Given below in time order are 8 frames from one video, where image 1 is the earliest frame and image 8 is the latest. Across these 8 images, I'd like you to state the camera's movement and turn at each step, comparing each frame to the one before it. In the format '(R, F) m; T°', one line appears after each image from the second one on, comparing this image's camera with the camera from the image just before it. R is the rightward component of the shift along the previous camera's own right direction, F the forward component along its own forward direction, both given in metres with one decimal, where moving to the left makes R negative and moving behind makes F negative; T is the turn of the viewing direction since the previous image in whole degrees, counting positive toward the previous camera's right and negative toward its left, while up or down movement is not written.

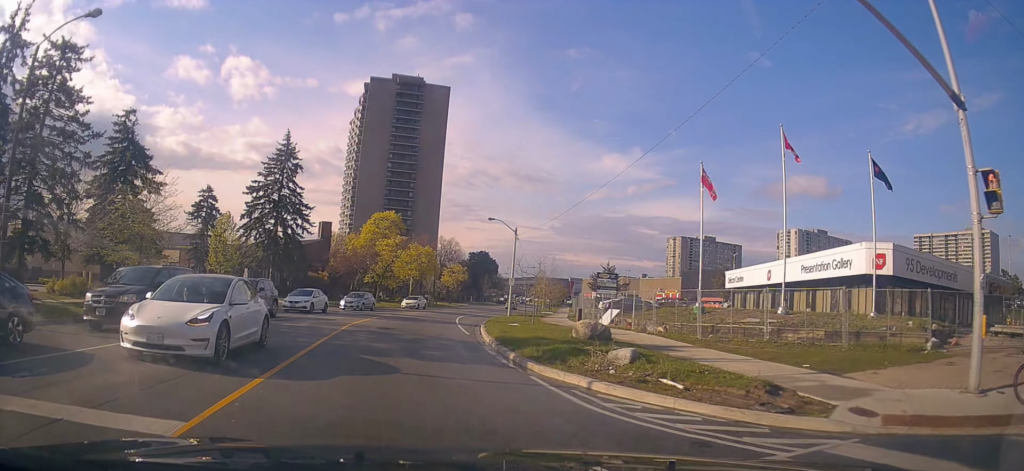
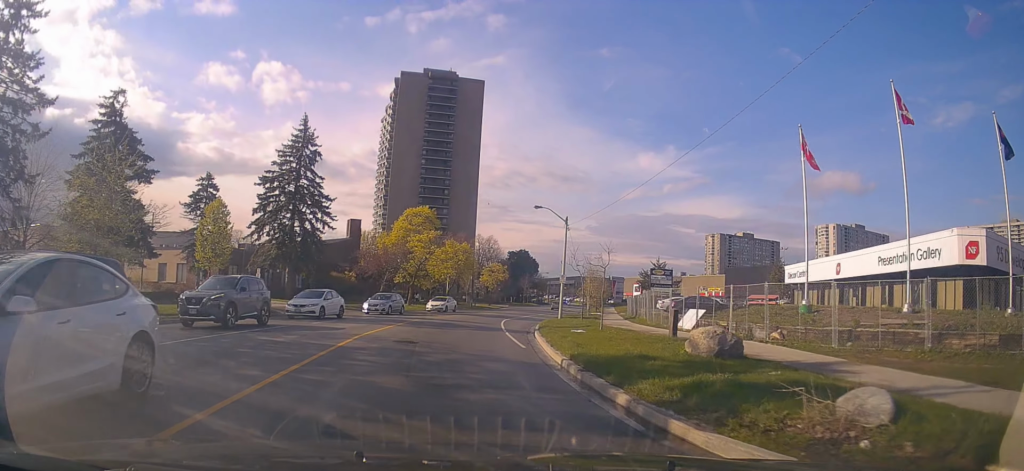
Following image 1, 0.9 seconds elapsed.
(-0.3, +6.7) m; -3°
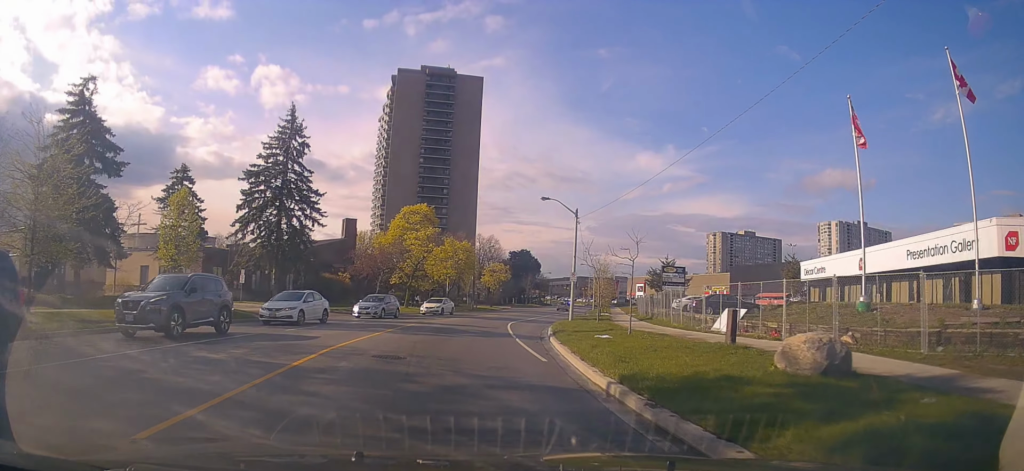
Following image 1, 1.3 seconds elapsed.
(-0.1, +3.9) m; +1°
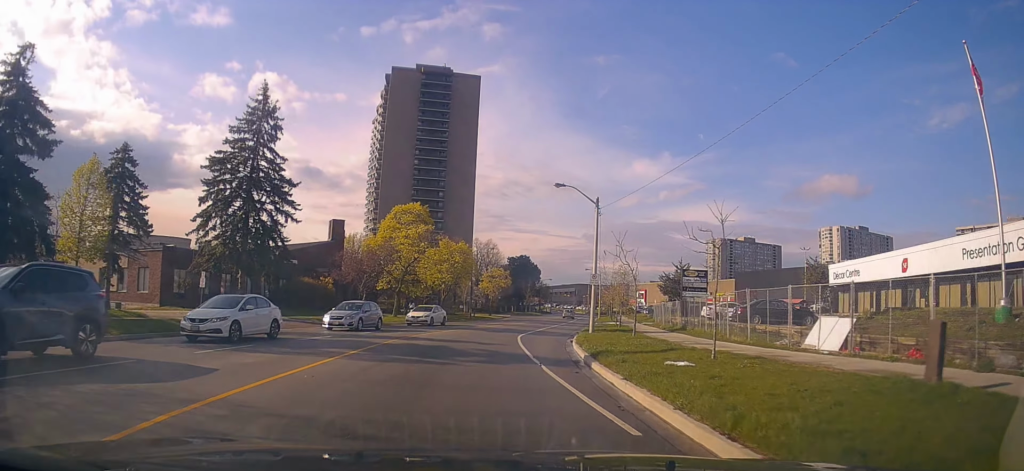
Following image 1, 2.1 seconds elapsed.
(+0.1, +6.9) m; +2°
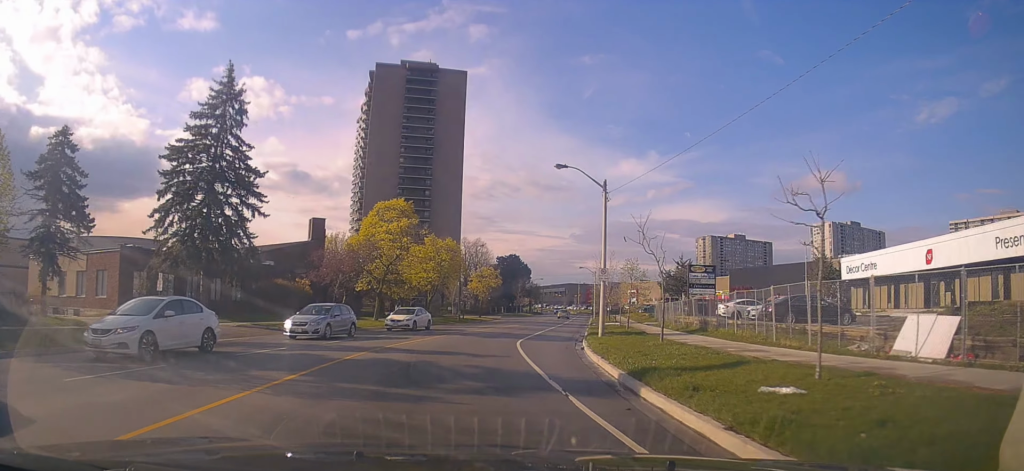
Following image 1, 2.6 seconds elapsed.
(+0.1, +4.5) m; +1°
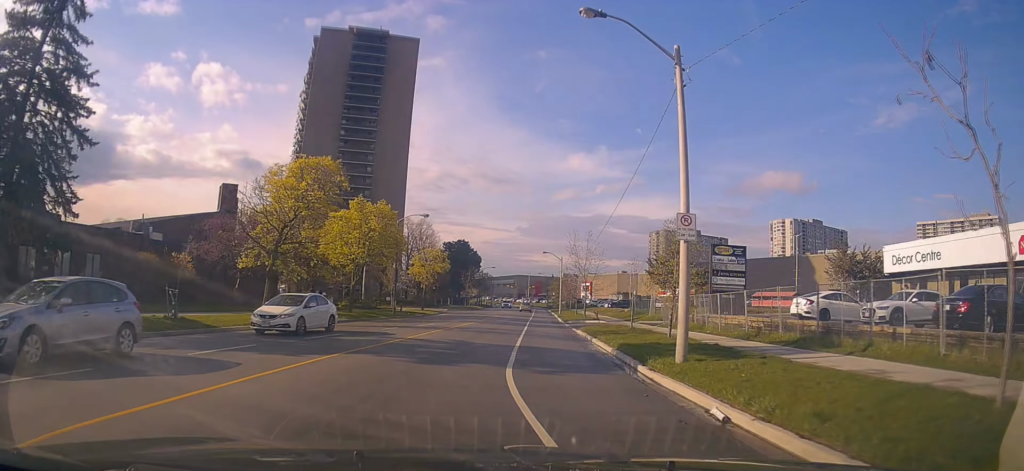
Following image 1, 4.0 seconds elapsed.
(+0.4, +15.1) m; +4°
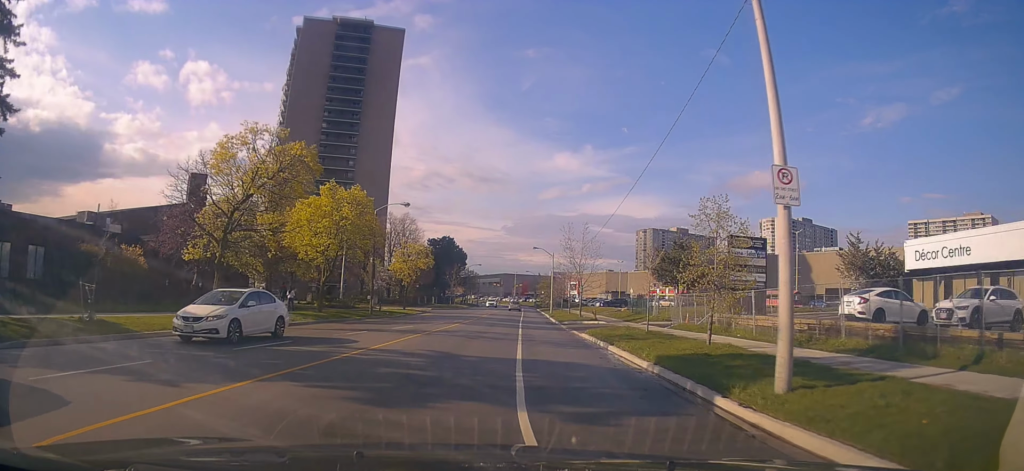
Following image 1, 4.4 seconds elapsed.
(+0.1, +4.5) m; +2°
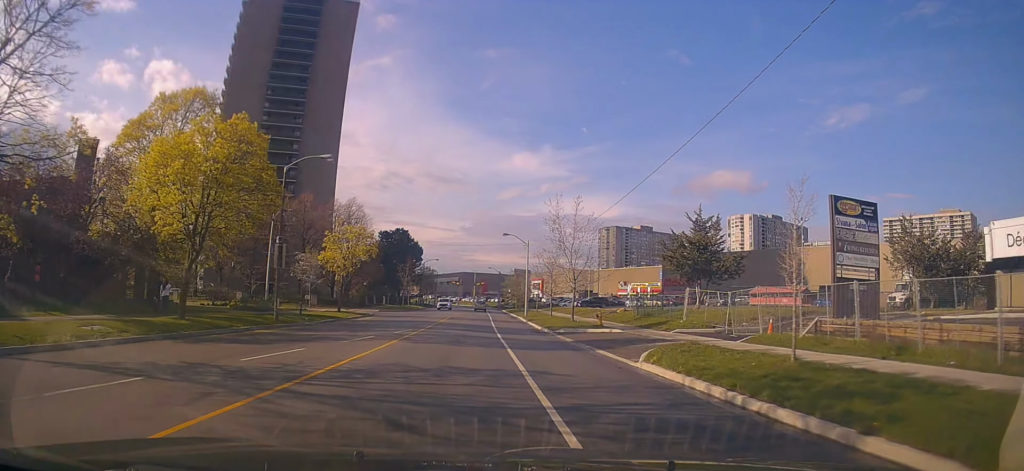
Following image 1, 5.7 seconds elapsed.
(+0.5, +13.9) m; +1°
